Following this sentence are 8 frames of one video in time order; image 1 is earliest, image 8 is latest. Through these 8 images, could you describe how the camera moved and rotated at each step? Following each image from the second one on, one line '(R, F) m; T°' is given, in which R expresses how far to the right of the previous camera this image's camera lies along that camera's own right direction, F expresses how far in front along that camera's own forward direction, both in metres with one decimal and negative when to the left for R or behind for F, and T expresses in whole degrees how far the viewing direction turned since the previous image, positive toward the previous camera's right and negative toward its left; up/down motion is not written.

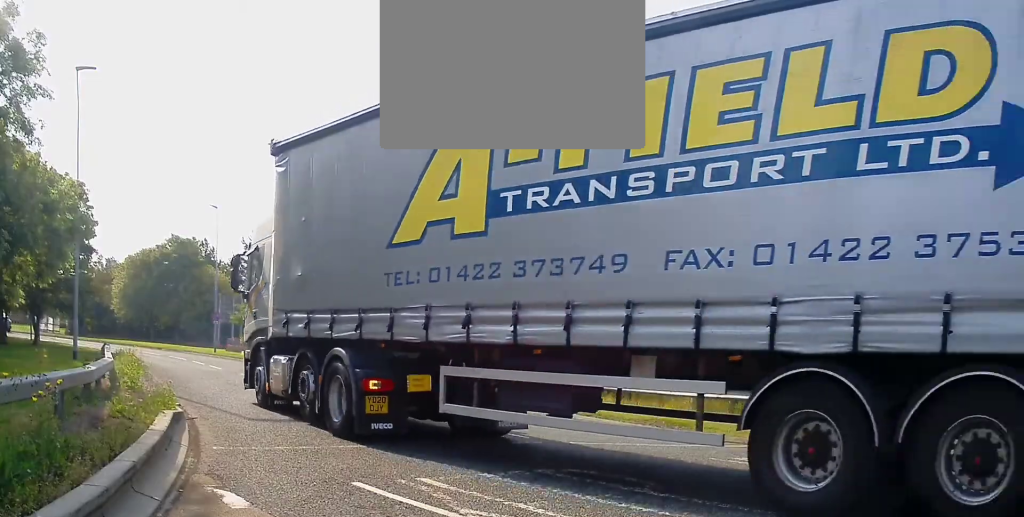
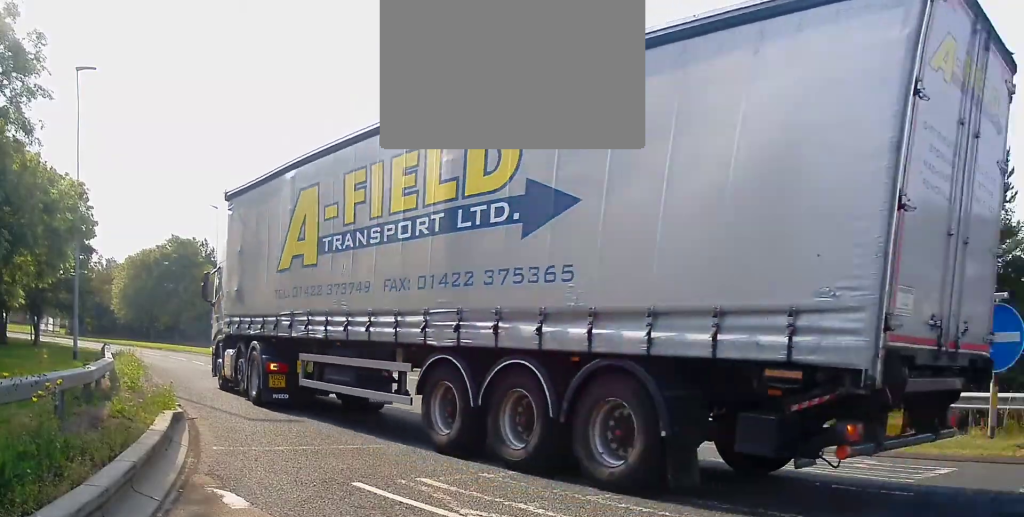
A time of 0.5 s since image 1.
(0.0, 0.0) m; 0°
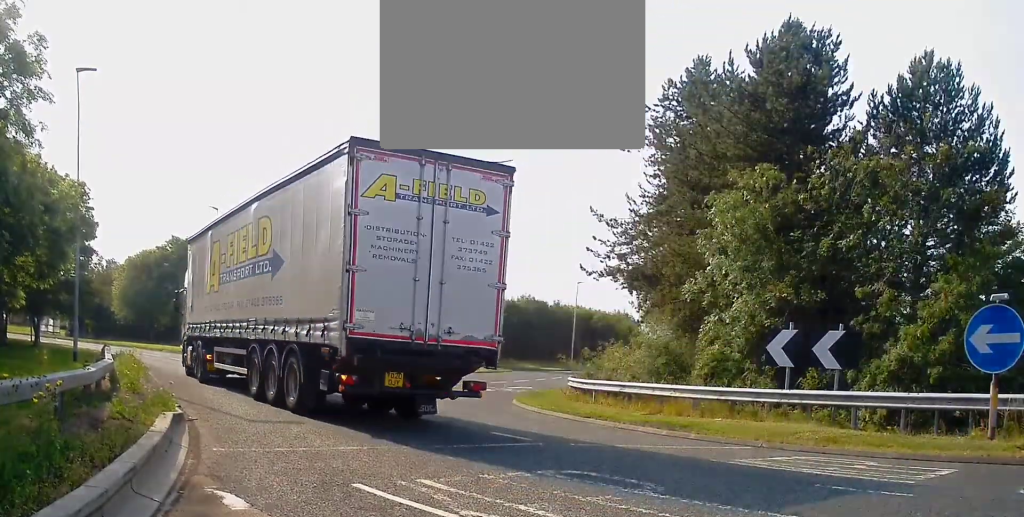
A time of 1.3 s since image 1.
(0.0, 0.0) m; 0°
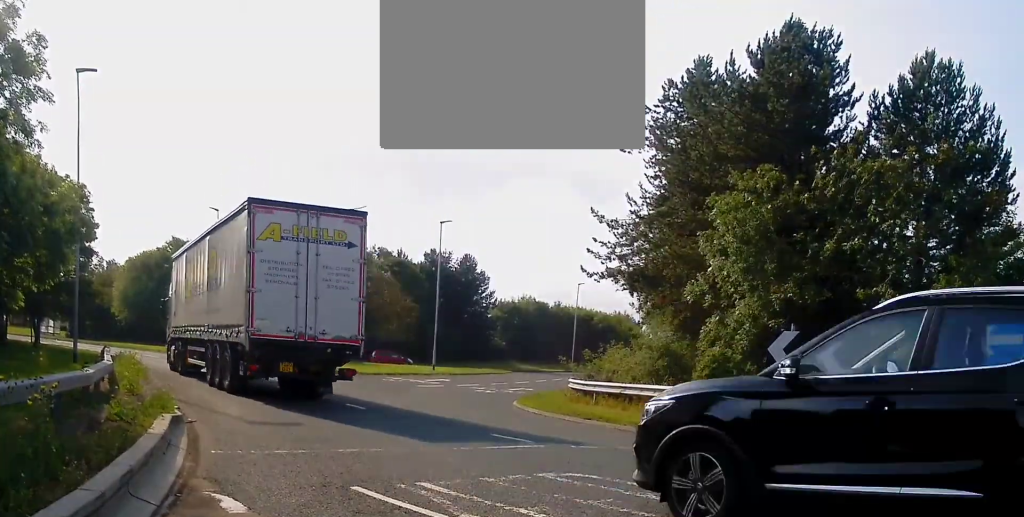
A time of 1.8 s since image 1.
(0.0, 0.0) m; 0°
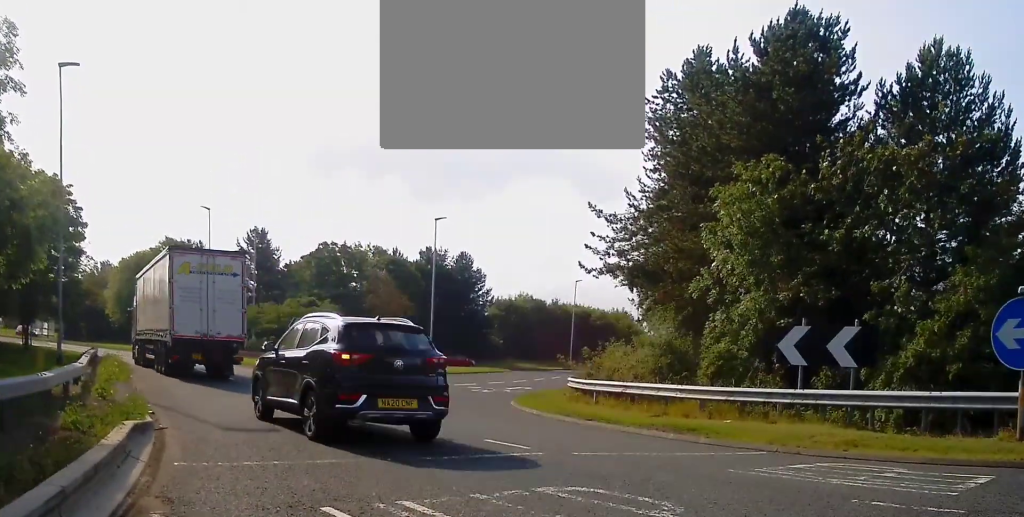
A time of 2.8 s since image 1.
(0.0, +0.1) m; -1°
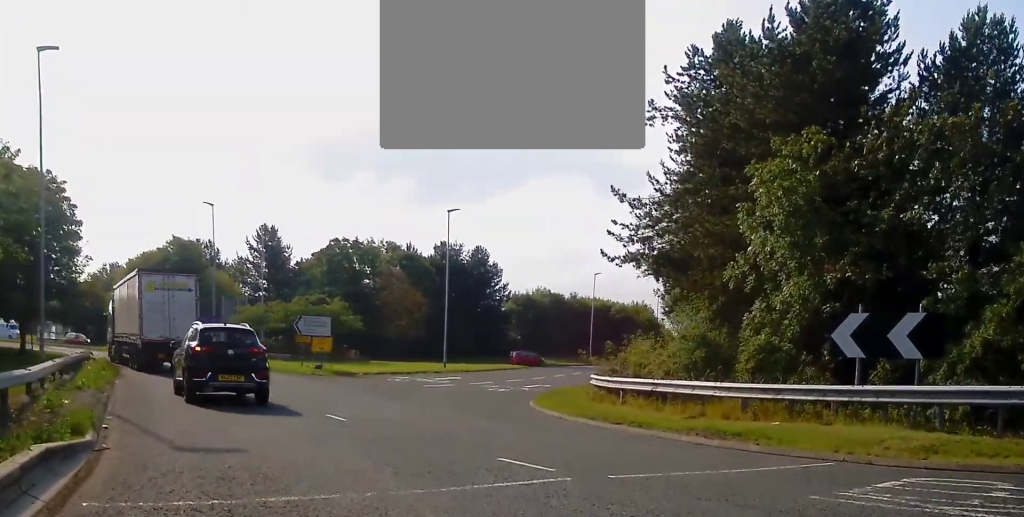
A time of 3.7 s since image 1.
(0.0, +0.9) m; -4°
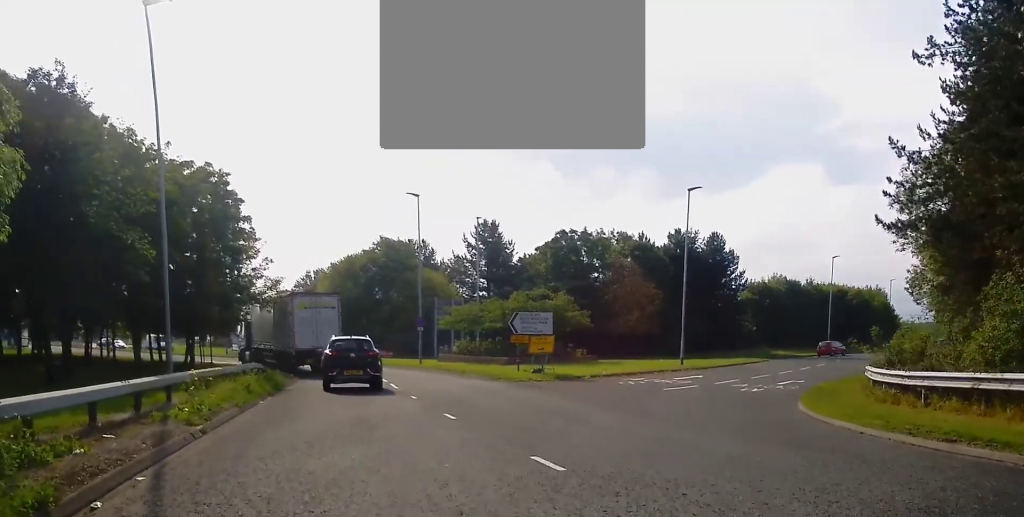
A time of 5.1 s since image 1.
(-0.6, +5.7) m; -15°
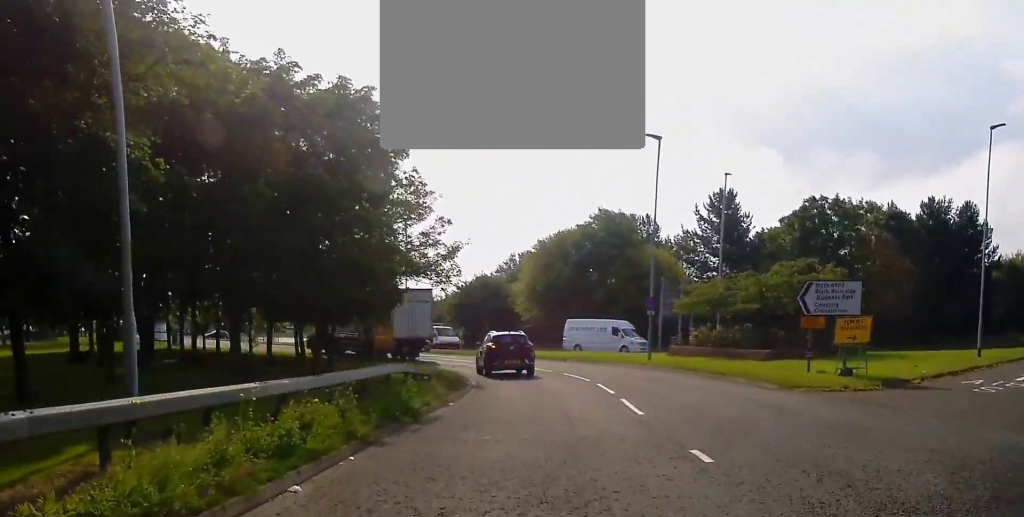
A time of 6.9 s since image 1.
(-1.6, +10.7) m; -11°
